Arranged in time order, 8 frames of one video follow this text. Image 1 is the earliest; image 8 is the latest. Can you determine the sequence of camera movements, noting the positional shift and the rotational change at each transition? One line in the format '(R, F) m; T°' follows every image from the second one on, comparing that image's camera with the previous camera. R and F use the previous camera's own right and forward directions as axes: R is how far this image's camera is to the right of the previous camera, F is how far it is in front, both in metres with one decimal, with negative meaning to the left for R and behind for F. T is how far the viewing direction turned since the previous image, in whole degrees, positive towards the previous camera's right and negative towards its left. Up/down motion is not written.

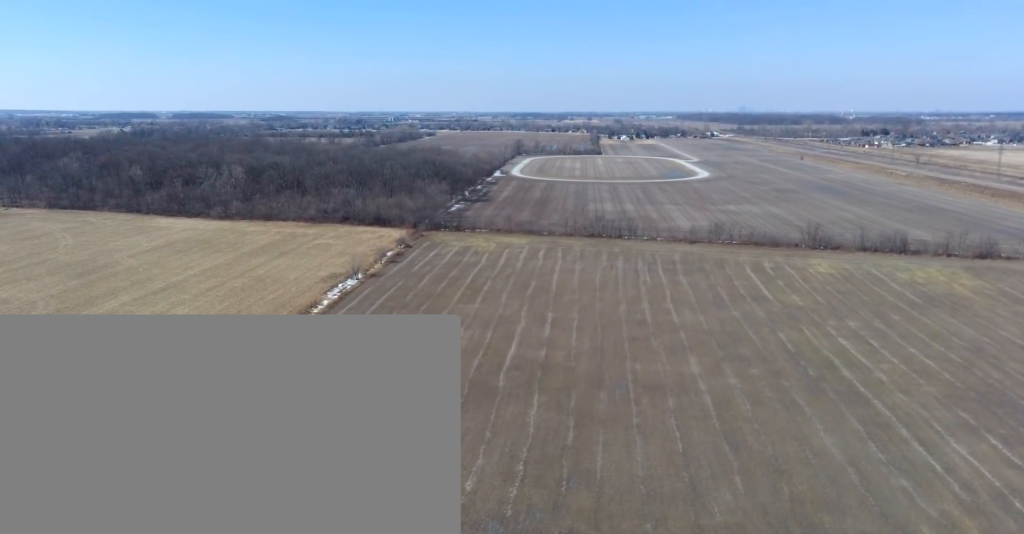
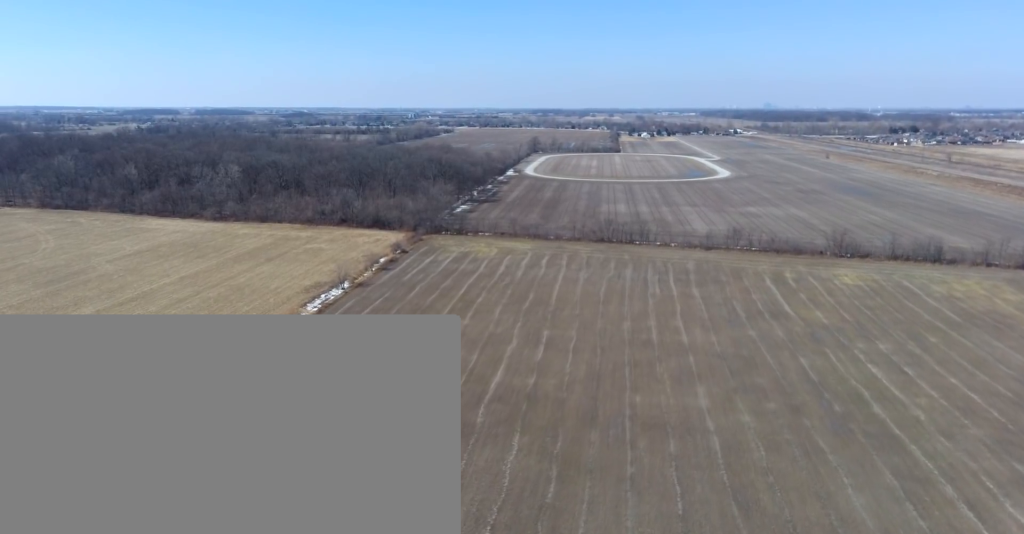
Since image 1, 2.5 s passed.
(-0.5, +21.7) m; -1°
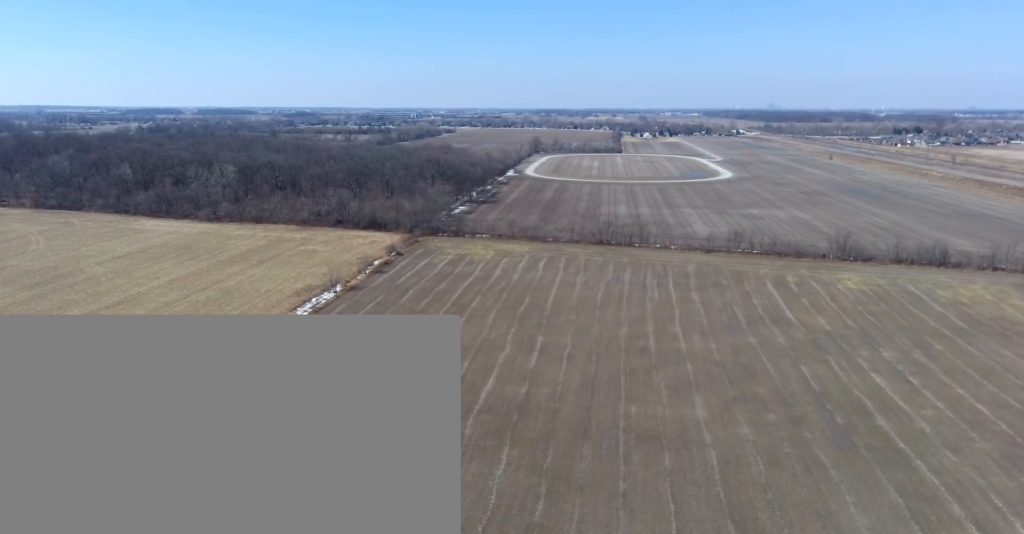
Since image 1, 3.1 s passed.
(0.0, +5.3) m; 0°
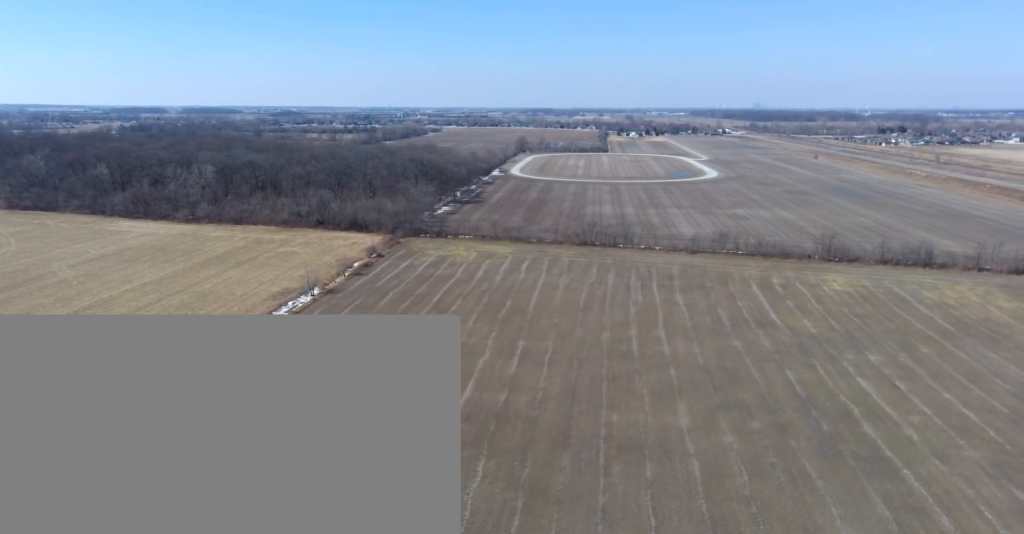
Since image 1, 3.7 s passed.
(0.0, +4.8) m; 0°
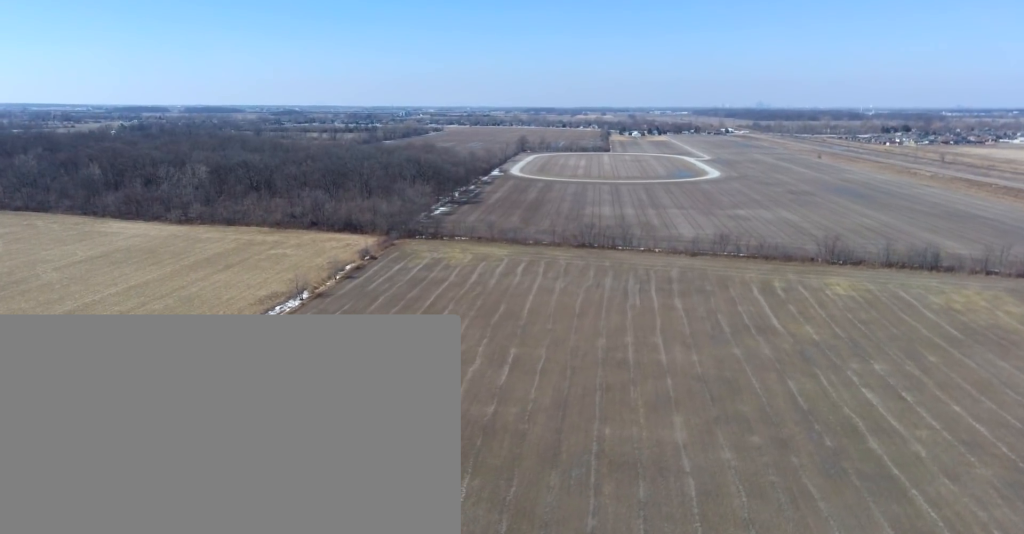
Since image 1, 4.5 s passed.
(0.0, +6.9) m; 0°
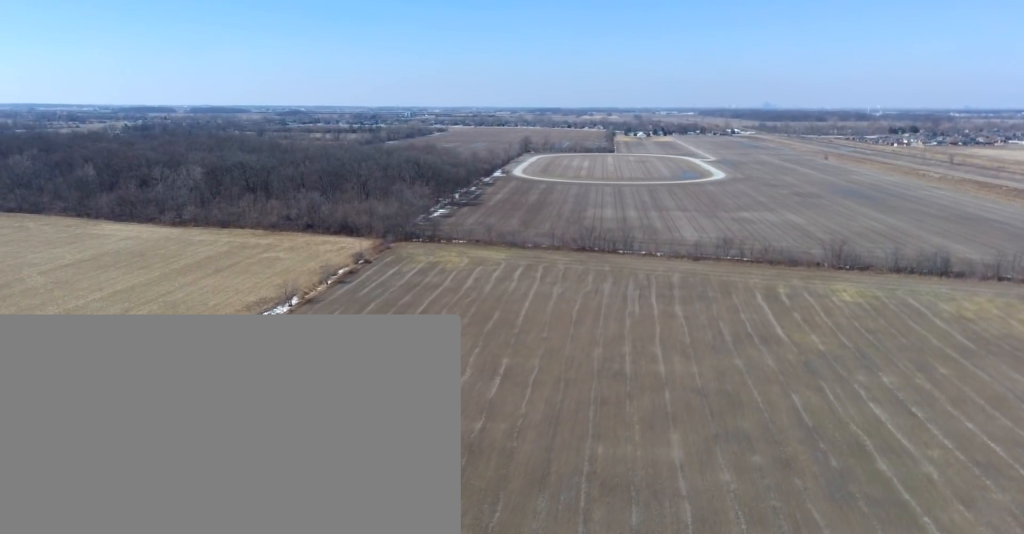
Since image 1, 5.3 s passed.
(0.0, +7.4) m; 0°
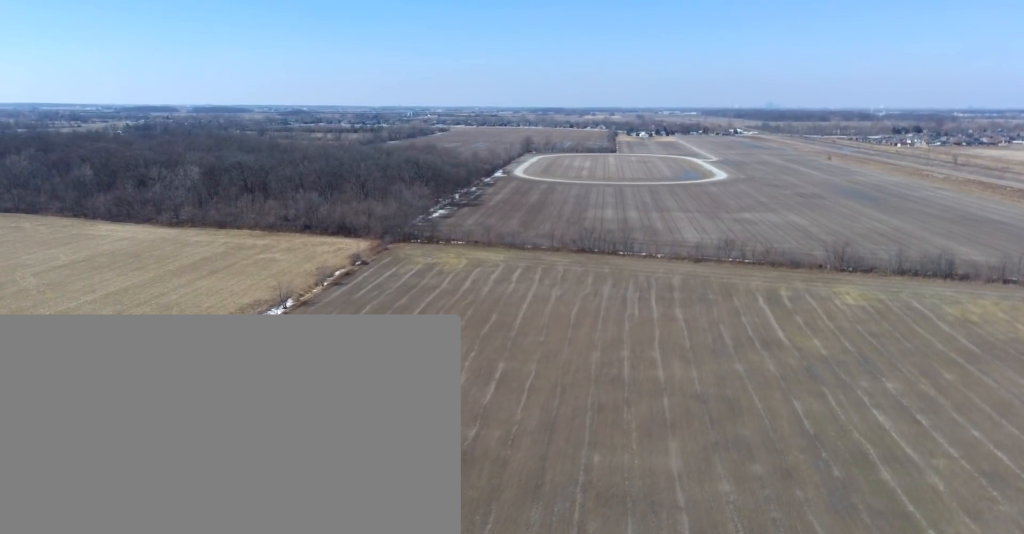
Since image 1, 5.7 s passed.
(0.0, +3.3) m; 0°
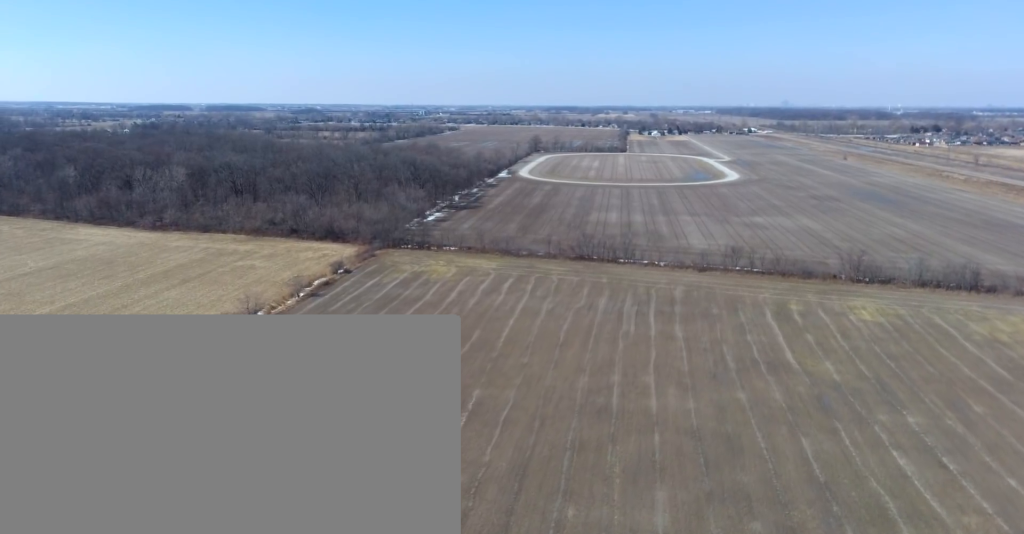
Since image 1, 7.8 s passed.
(-0.1, +16.1) m; 0°
